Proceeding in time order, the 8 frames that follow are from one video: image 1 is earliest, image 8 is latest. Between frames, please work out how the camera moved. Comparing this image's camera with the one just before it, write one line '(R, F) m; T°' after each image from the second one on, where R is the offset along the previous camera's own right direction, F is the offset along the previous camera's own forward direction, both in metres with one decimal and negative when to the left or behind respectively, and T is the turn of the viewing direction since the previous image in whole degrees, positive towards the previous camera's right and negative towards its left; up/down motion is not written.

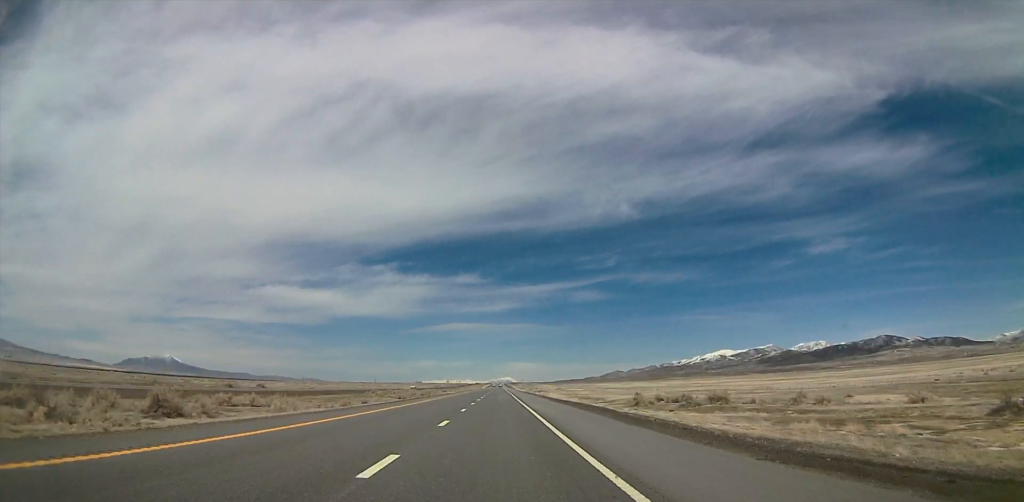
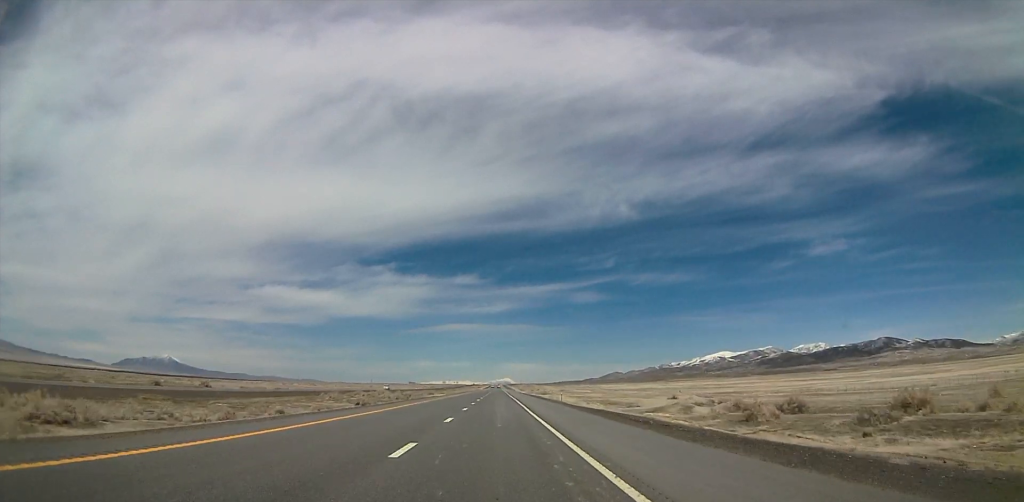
(-1.1, +33.9) m; -2°
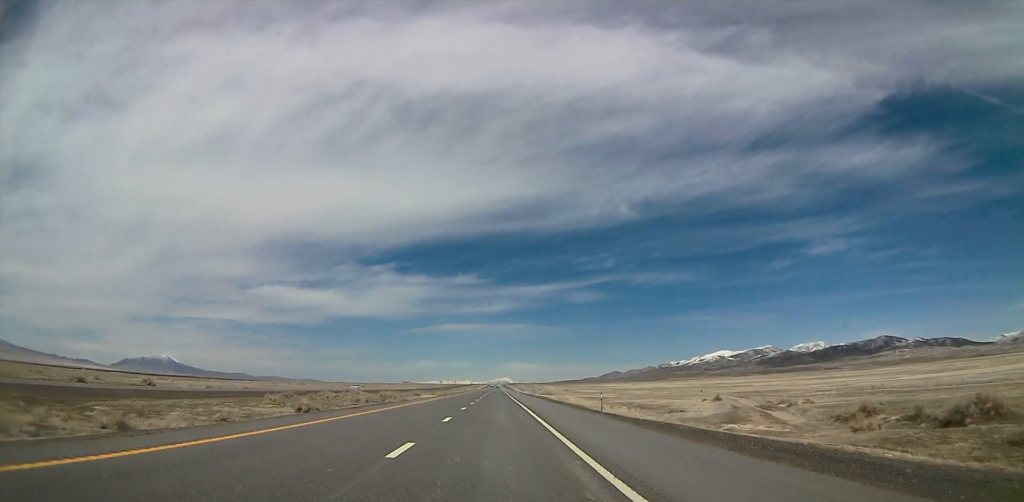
(0.0, +24.9) m; -1°
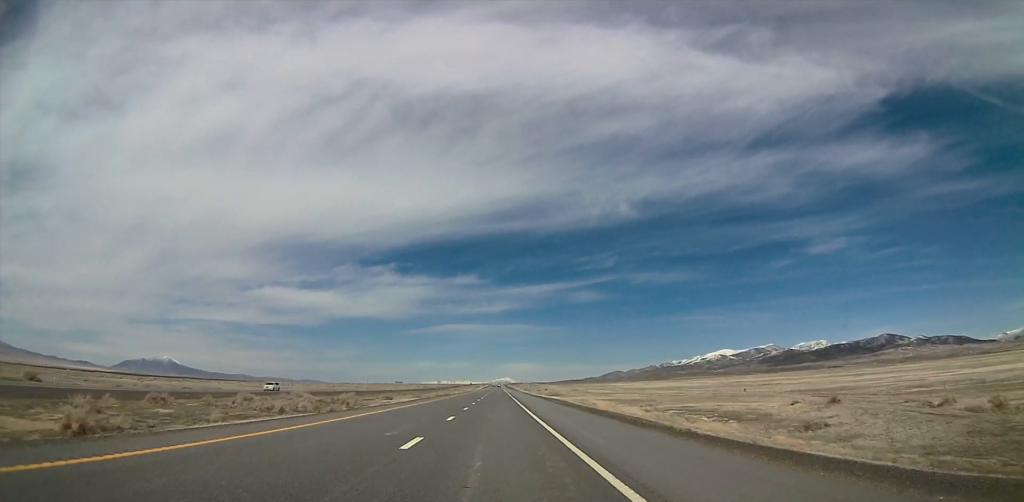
(-0.5, +35.5) m; +2°
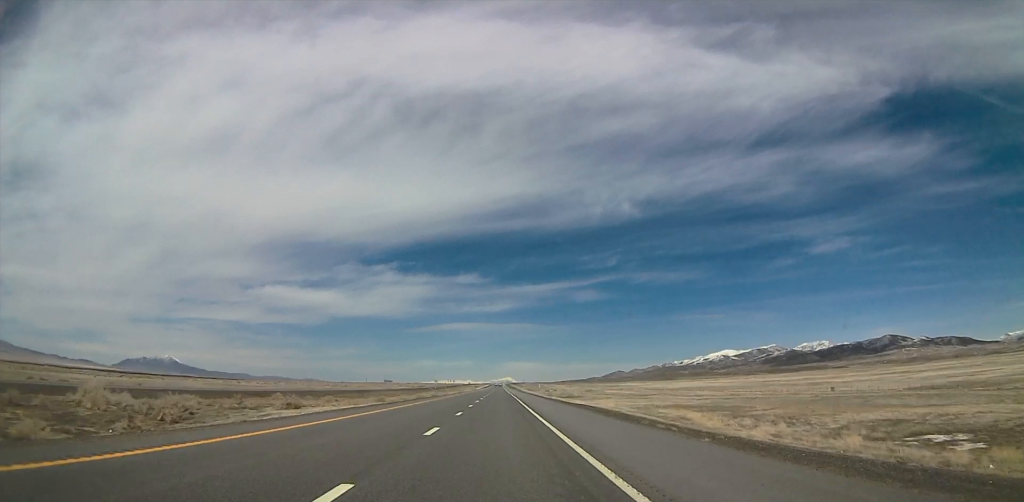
(+1.4, +44.4) m; 0°
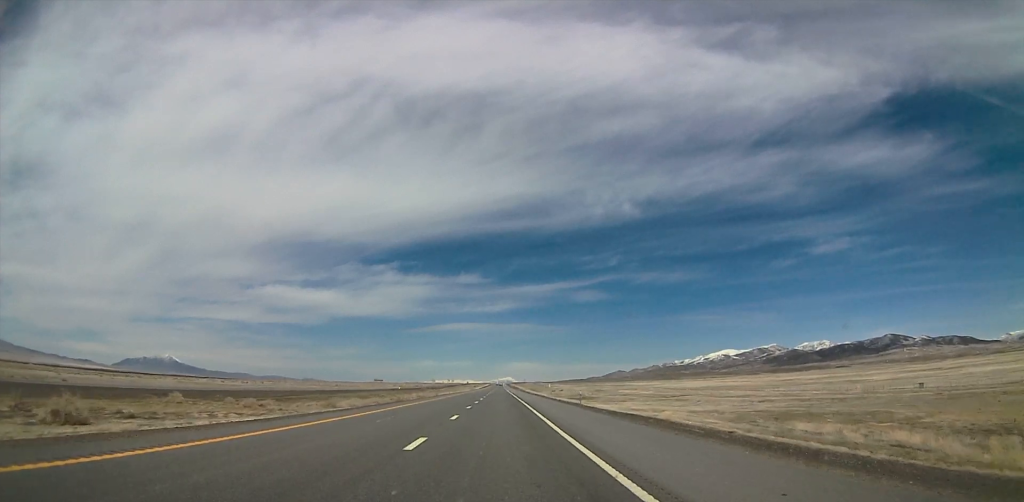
(-0.5, +28.7) m; -1°
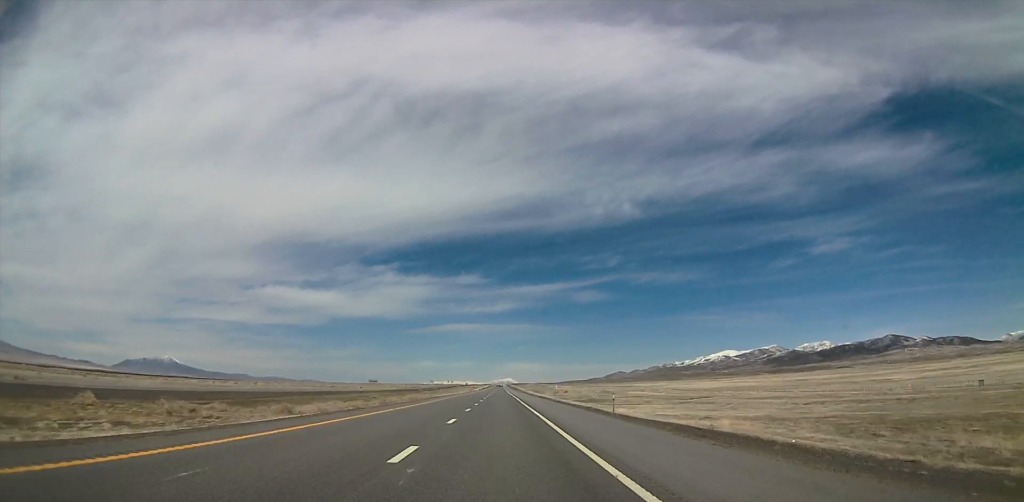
(0.0, +14.3) m; 0°
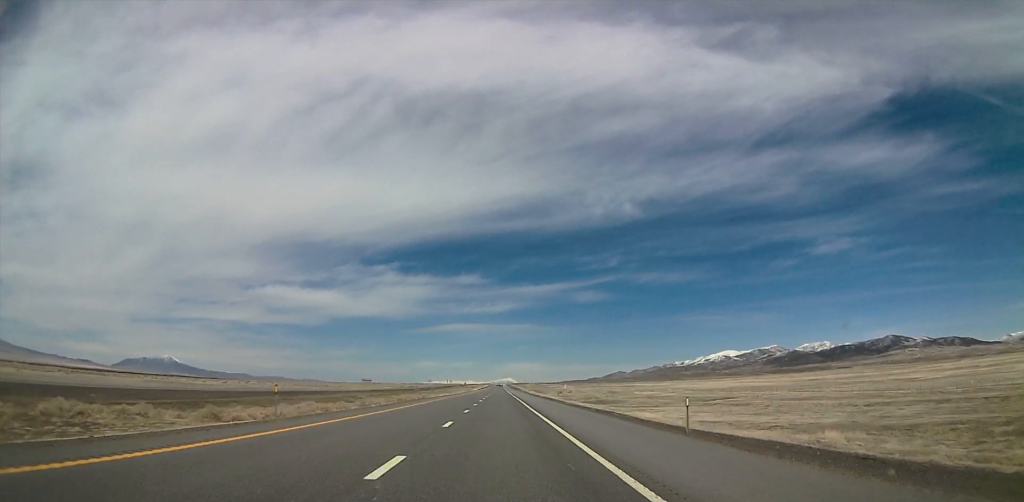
(0.0, +14.4) m; +1°
